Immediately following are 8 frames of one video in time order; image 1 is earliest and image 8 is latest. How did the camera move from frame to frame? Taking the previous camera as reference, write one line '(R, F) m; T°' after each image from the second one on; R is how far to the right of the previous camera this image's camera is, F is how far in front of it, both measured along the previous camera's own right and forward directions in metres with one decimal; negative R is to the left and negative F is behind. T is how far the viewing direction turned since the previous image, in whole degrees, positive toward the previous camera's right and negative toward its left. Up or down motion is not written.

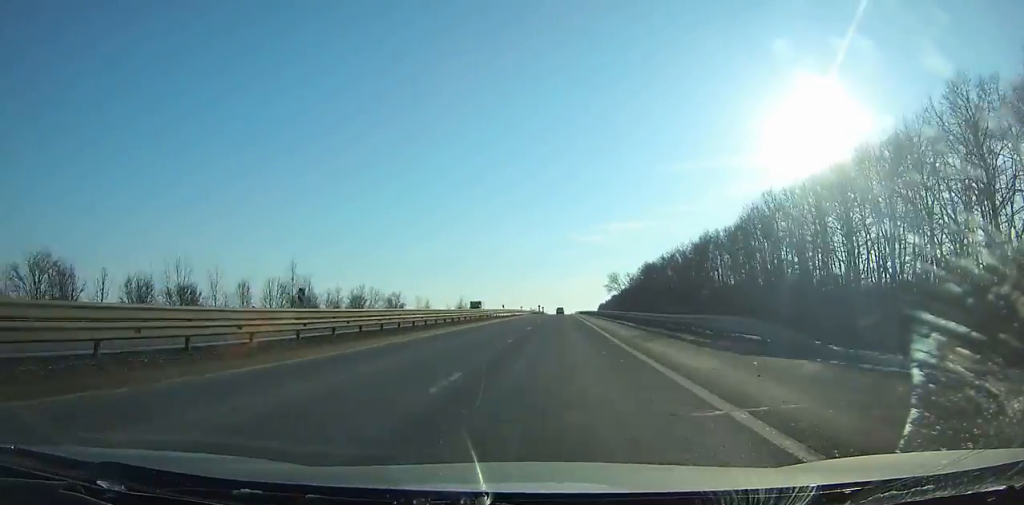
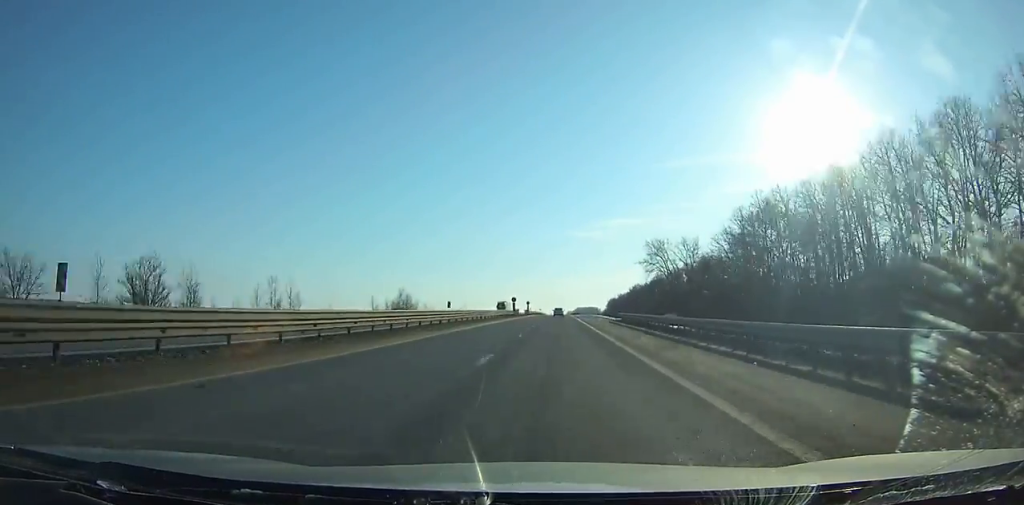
(-0.2, +116.3) m; 0°
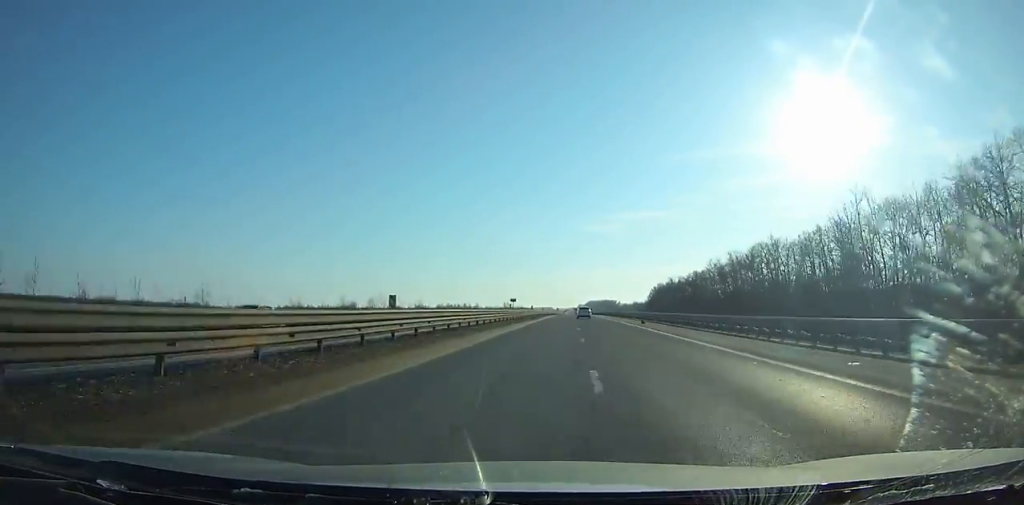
(-1.5, +173.7) m; 0°
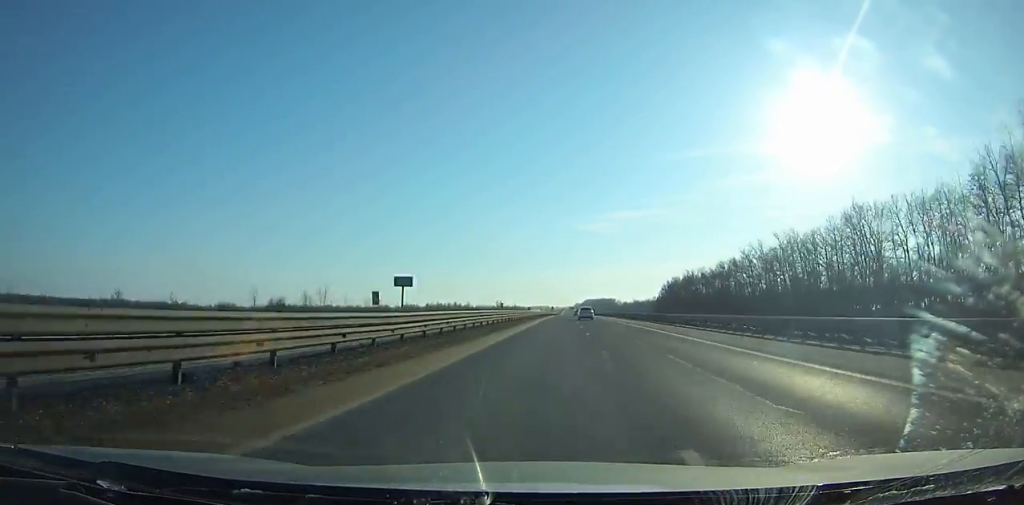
(-0.1, +43.8) m; 0°
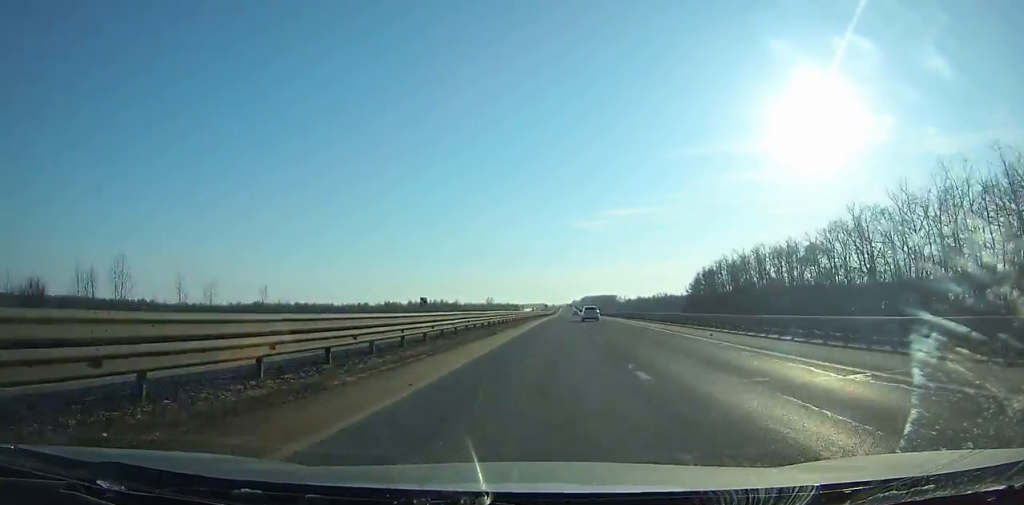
(+0.4, +65.2) m; 0°
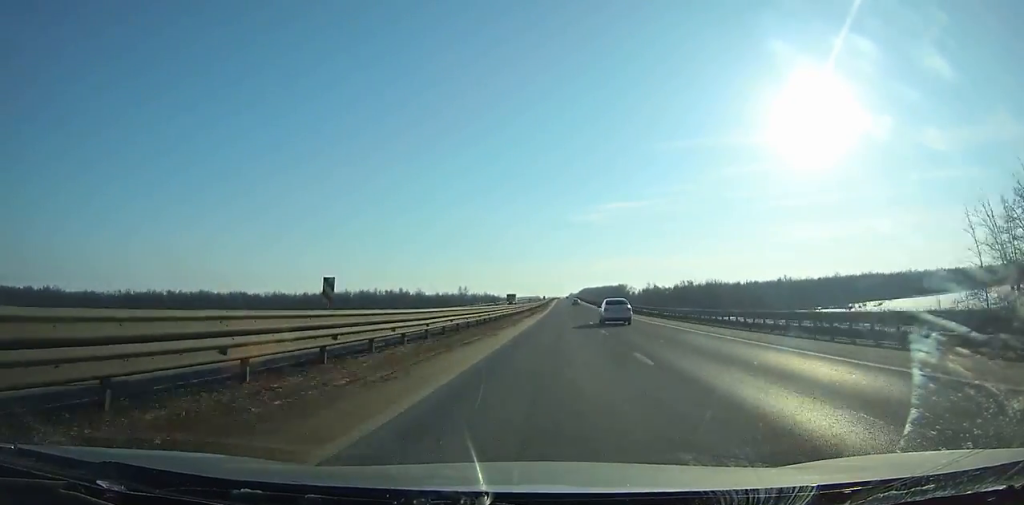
(+0.5, +152.9) m; 0°
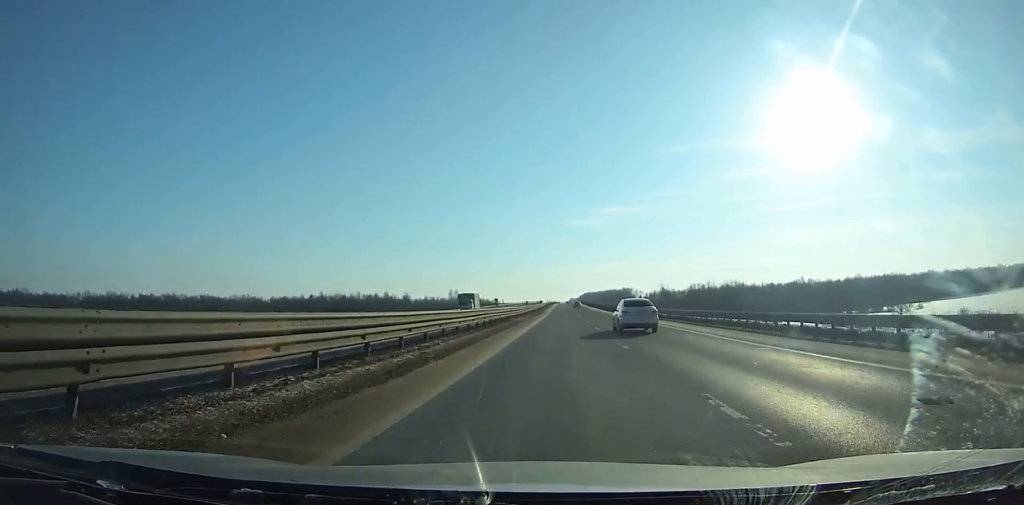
(+0.1, +42.0) m; 0°
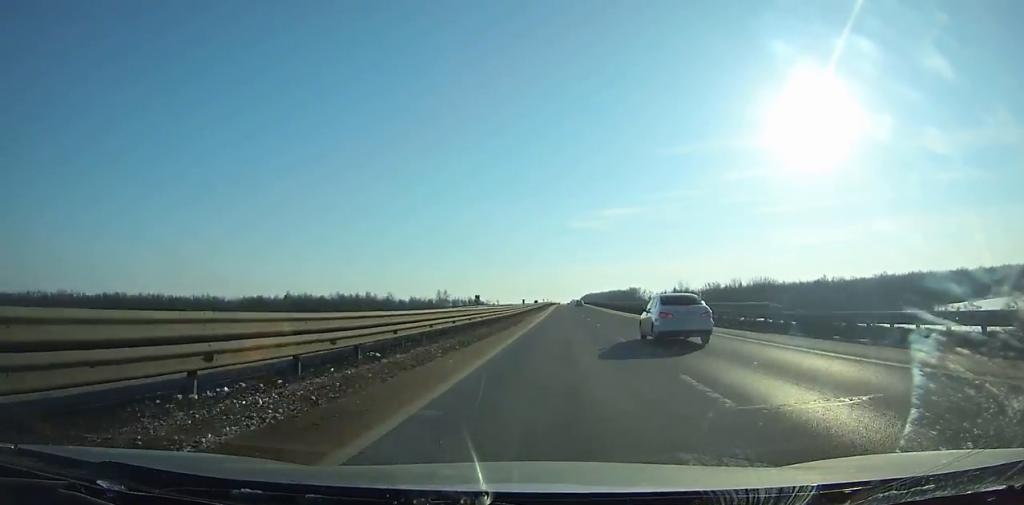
(-0.1, +45.4) m; 0°
